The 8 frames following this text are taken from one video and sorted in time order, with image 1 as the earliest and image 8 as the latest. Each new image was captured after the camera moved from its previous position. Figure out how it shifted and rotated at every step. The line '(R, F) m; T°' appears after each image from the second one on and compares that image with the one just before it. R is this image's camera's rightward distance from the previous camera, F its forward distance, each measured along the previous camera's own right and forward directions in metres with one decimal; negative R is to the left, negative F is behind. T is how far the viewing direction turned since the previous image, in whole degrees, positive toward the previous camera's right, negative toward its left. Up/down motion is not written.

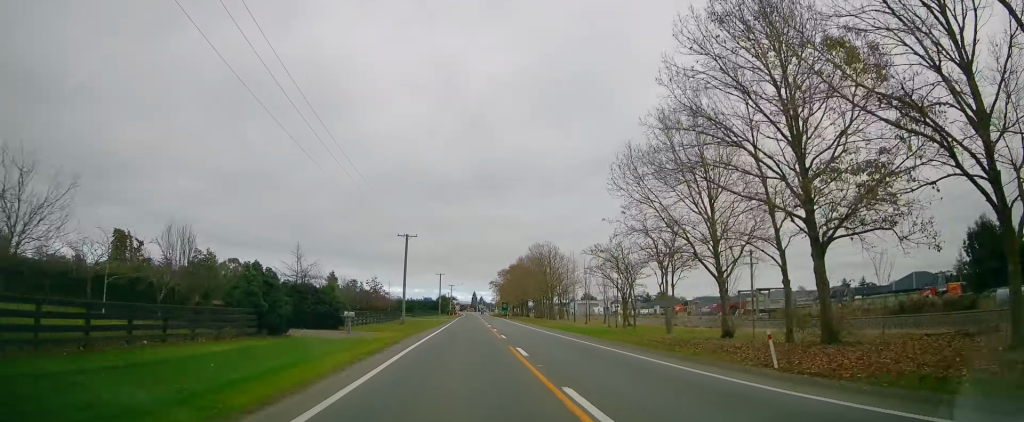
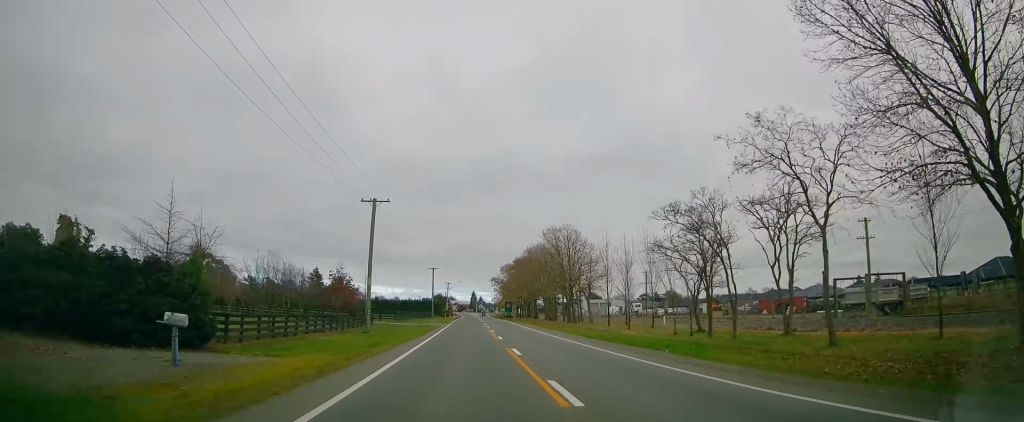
(+0.1, +18.7) m; 0°
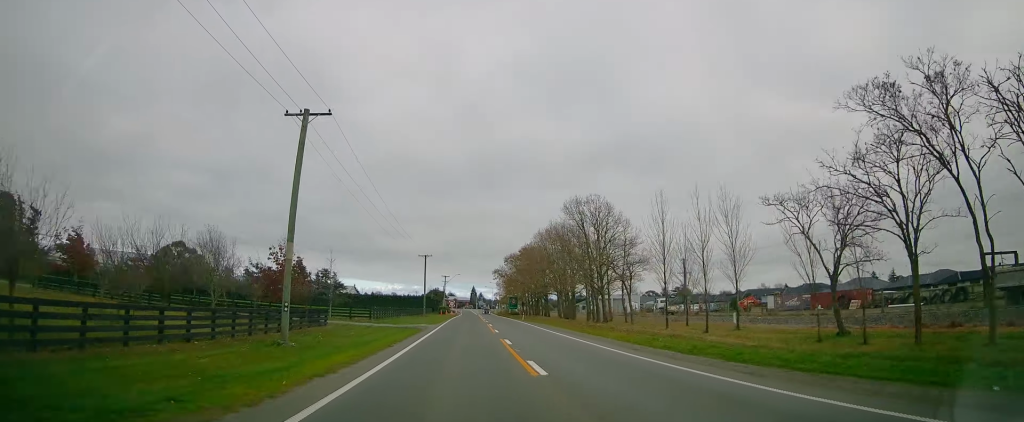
(-0.1, +16.7) m; 0°
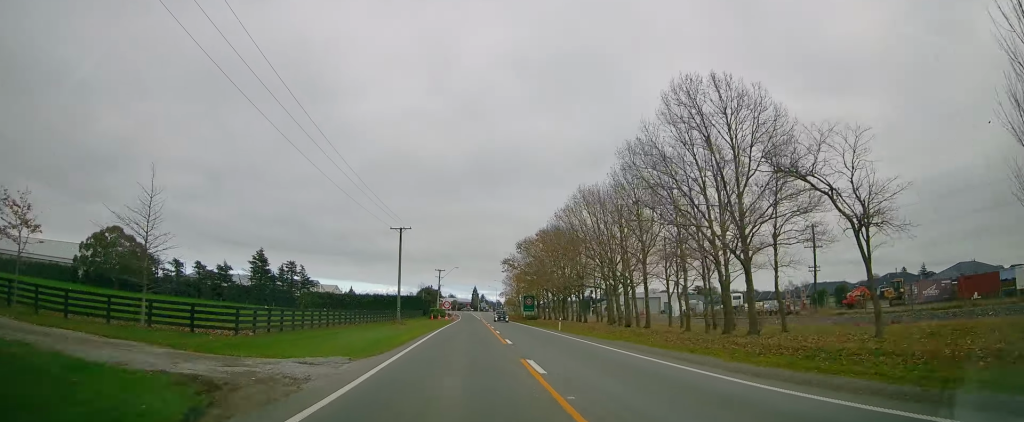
(+0.1, +29.7) m; 0°
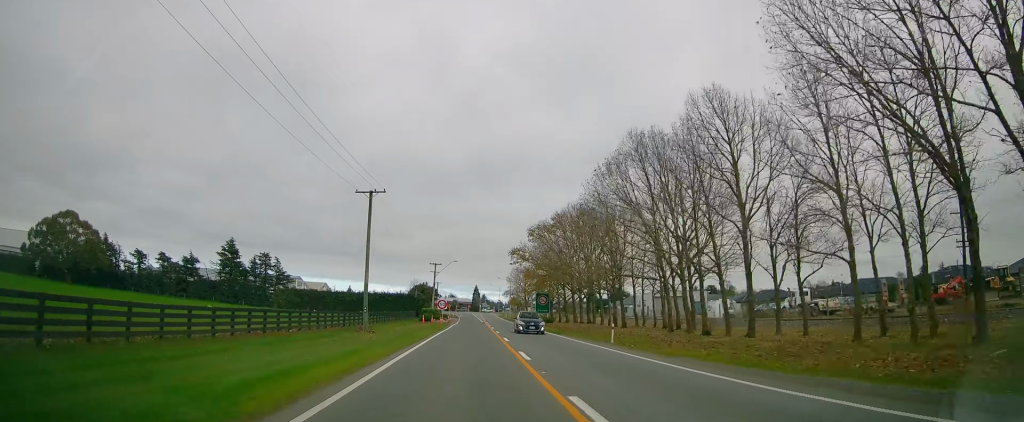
(-0.2, +16.4) m; 0°
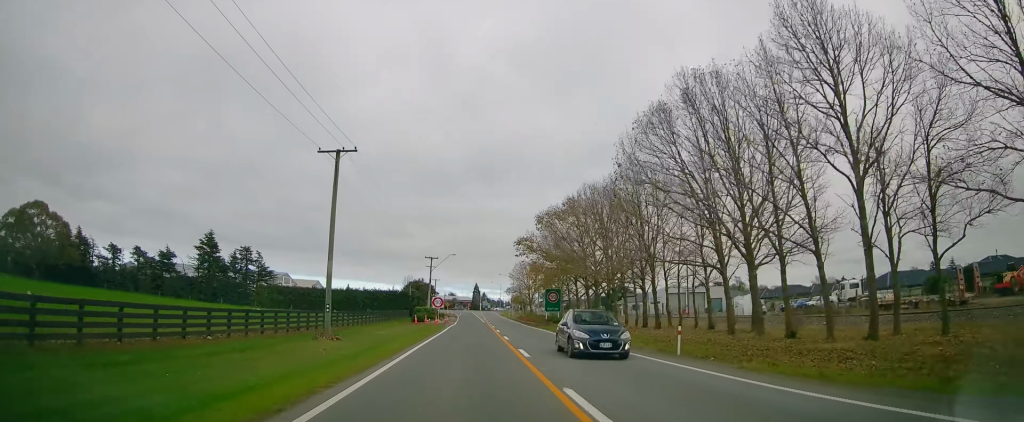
(+0.1, +9.1) m; 0°
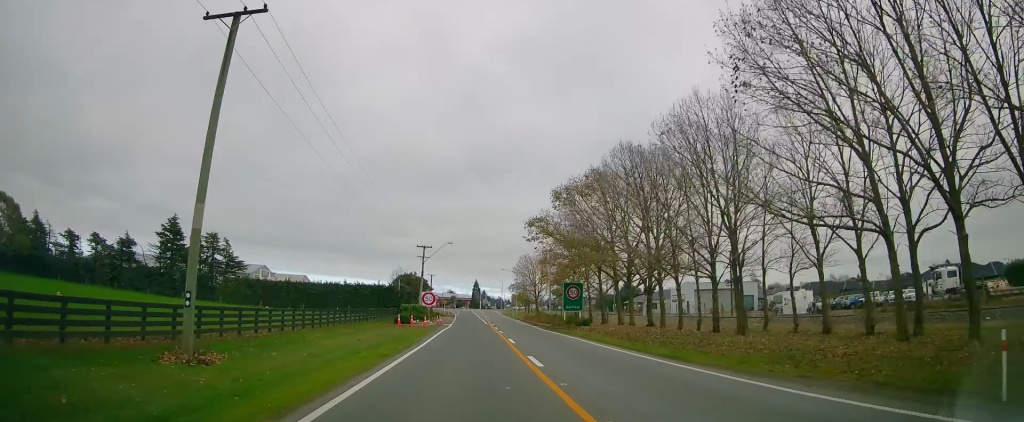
(+0.1, +13.0) m; 0°
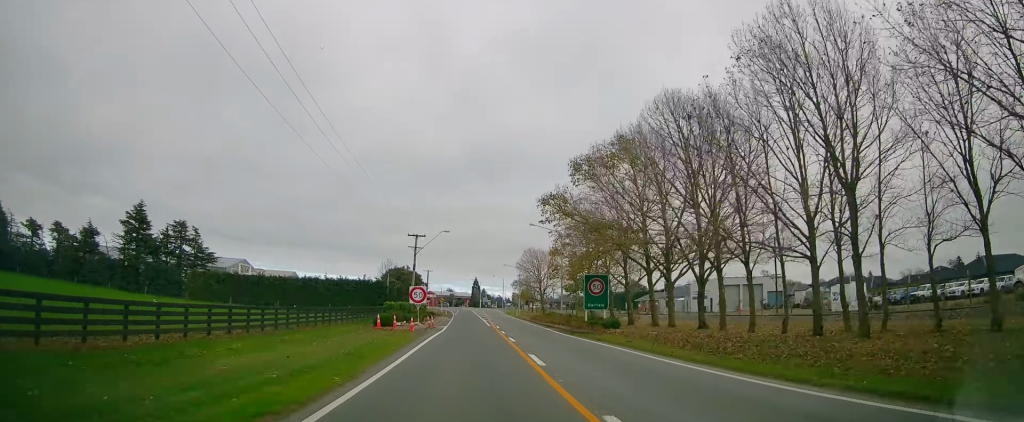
(0.0, +9.7) m; 0°
